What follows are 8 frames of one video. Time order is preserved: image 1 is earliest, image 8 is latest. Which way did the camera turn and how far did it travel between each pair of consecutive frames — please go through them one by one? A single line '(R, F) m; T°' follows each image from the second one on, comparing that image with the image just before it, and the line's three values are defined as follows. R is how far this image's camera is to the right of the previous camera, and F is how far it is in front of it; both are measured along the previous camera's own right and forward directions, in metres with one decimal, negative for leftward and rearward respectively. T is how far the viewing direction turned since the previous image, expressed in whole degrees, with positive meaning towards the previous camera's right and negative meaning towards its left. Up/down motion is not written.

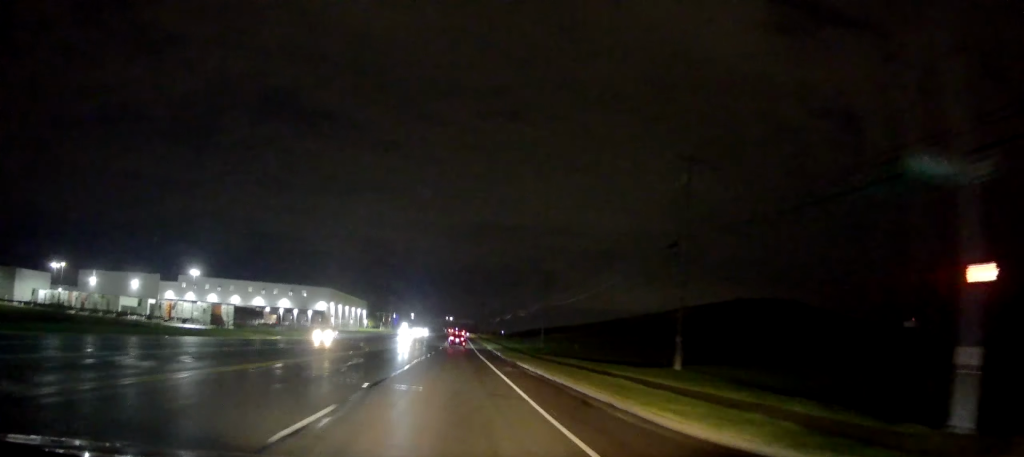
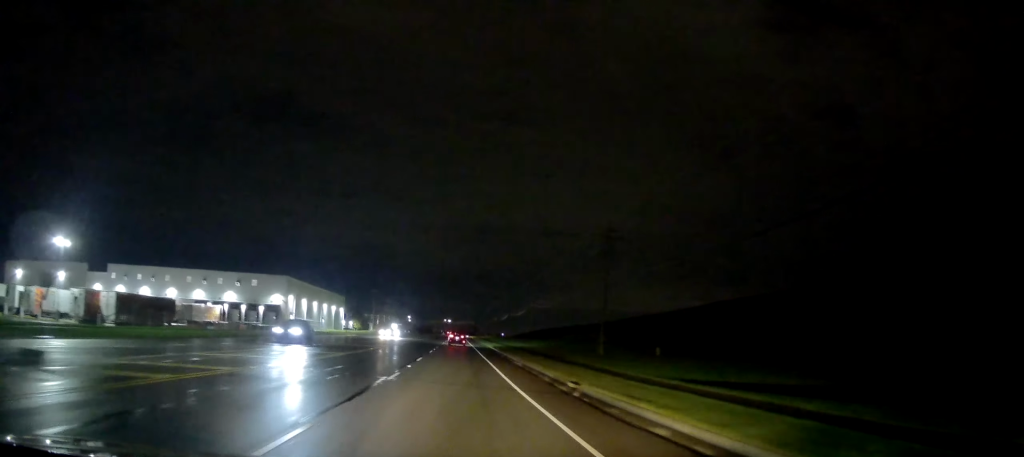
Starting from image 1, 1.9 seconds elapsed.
(0.0, +39.5) m; 0°
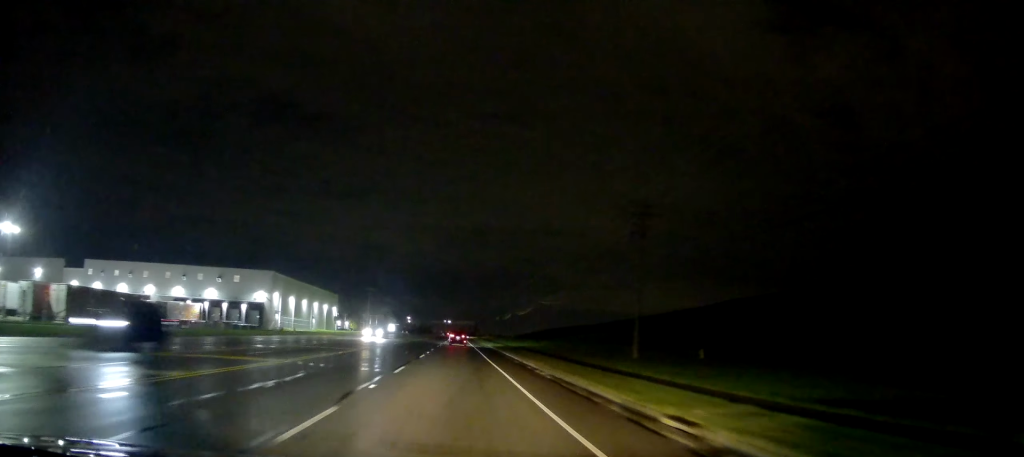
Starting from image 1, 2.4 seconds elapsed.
(0.0, +9.3) m; 0°
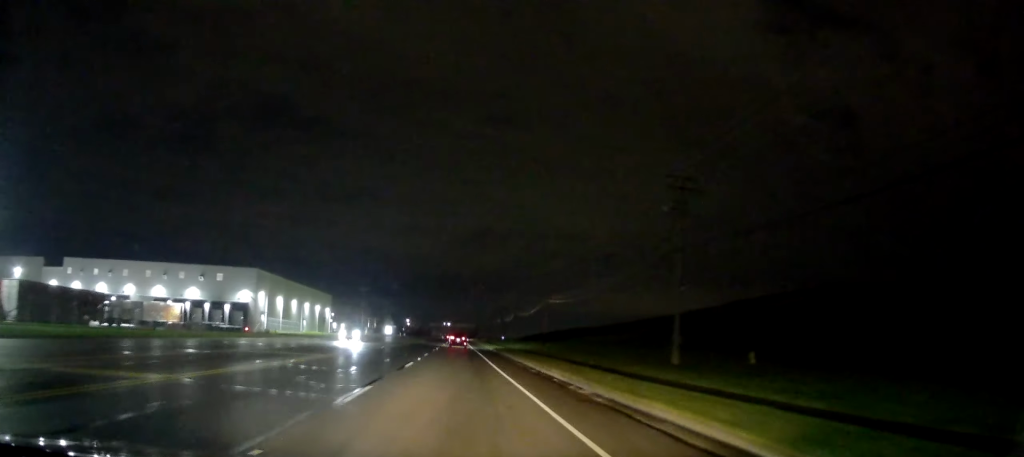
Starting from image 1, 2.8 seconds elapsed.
(0.0, +7.4) m; +1°
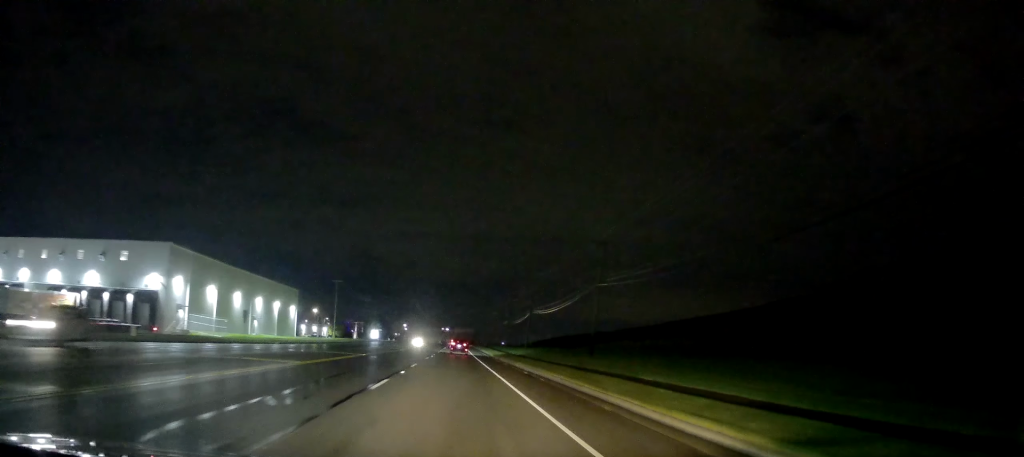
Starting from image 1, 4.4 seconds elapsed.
(+0.5, +31.8) m; -1°
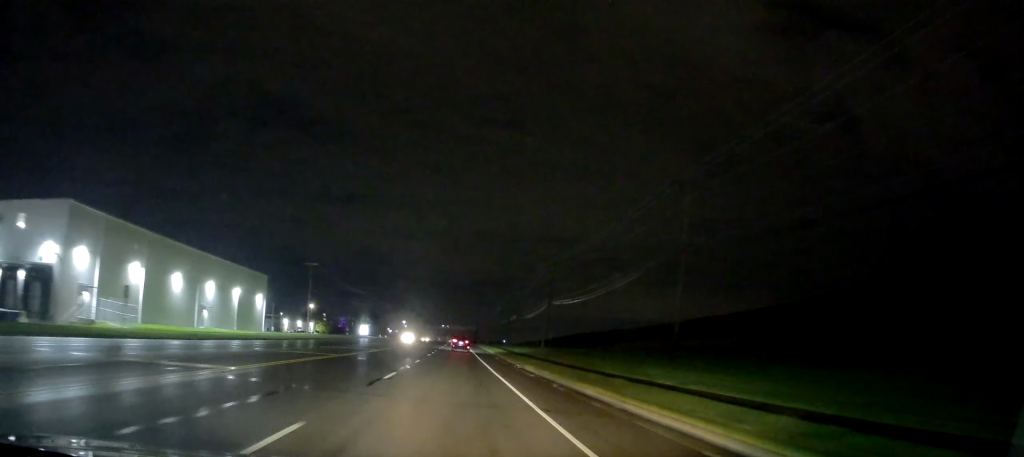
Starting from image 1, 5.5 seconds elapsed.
(-0.7, +23.2) m; -1°
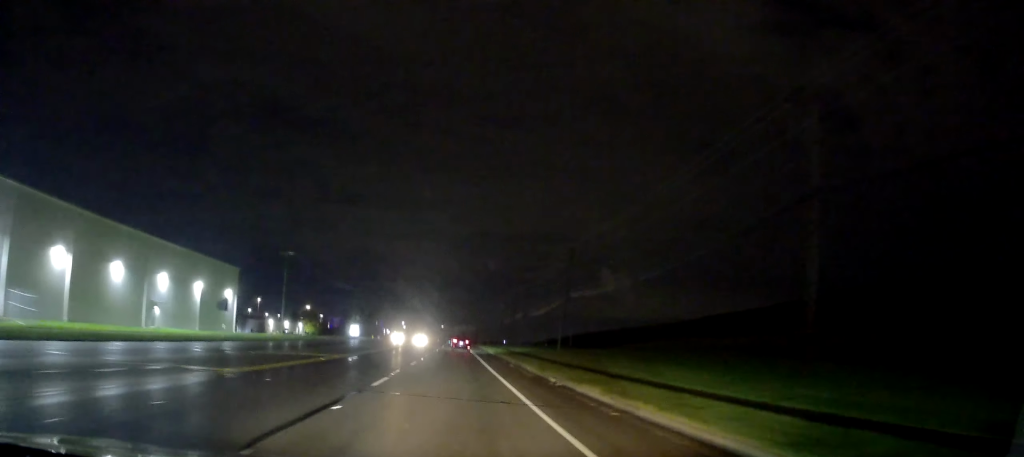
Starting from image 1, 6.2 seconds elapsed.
(+0.1, +16.1) m; 0°
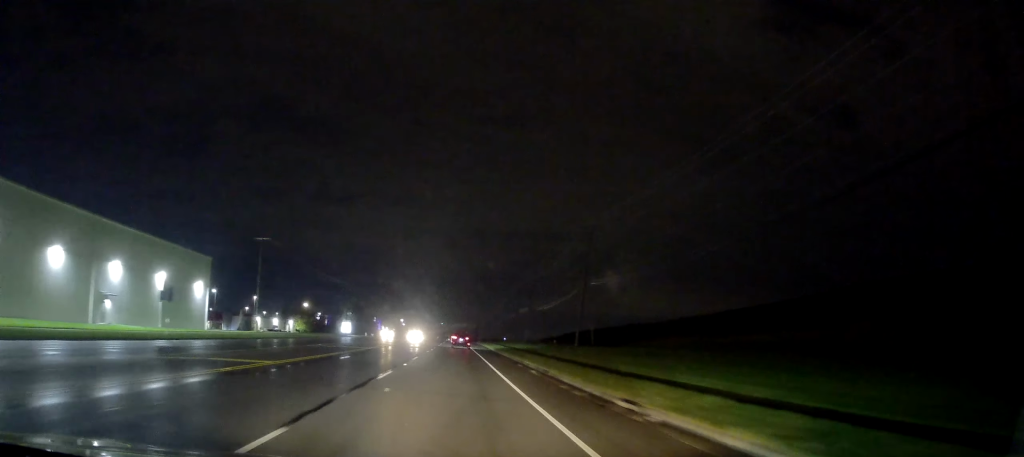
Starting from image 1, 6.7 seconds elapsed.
(0.0, +10.9) m; 0°
